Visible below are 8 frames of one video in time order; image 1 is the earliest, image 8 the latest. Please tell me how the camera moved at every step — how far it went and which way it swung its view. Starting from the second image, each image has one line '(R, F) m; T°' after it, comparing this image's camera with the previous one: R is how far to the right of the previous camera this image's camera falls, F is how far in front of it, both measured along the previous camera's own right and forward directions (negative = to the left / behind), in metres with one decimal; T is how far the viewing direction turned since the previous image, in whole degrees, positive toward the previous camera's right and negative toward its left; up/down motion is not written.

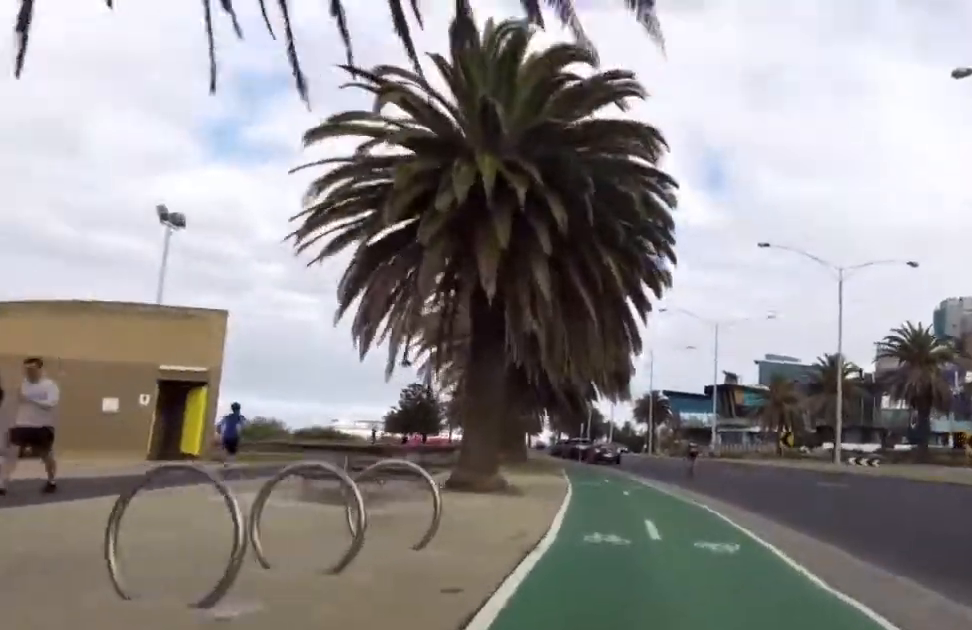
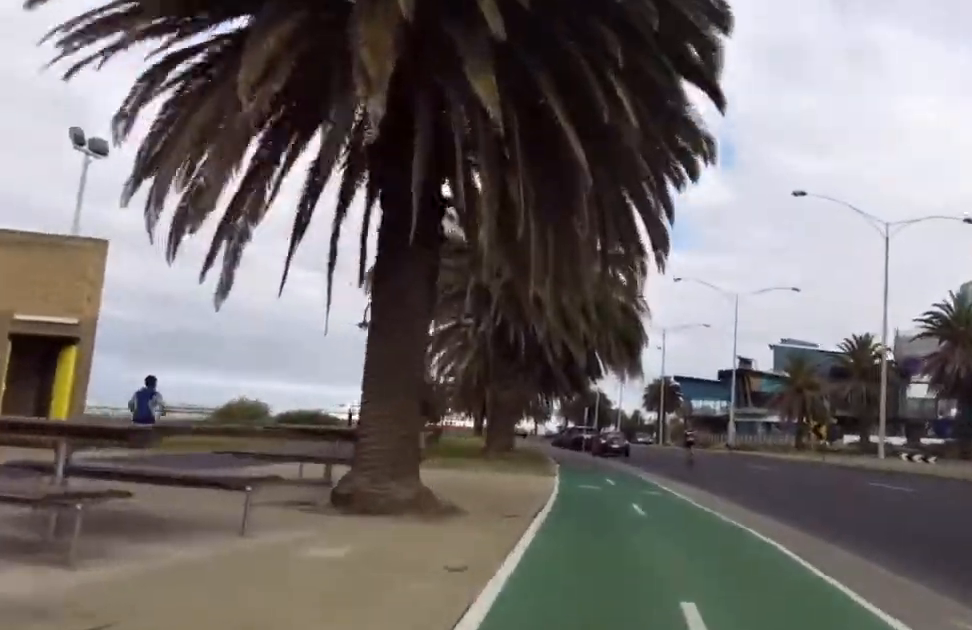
(0.0, +5.6) m; 0°
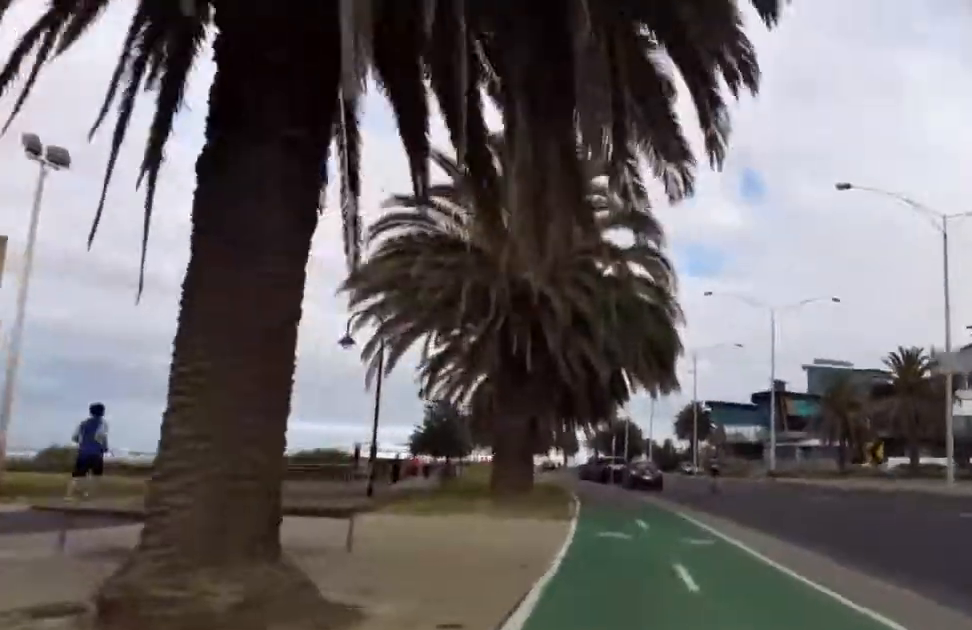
(0.0, +3.8) m; 0°
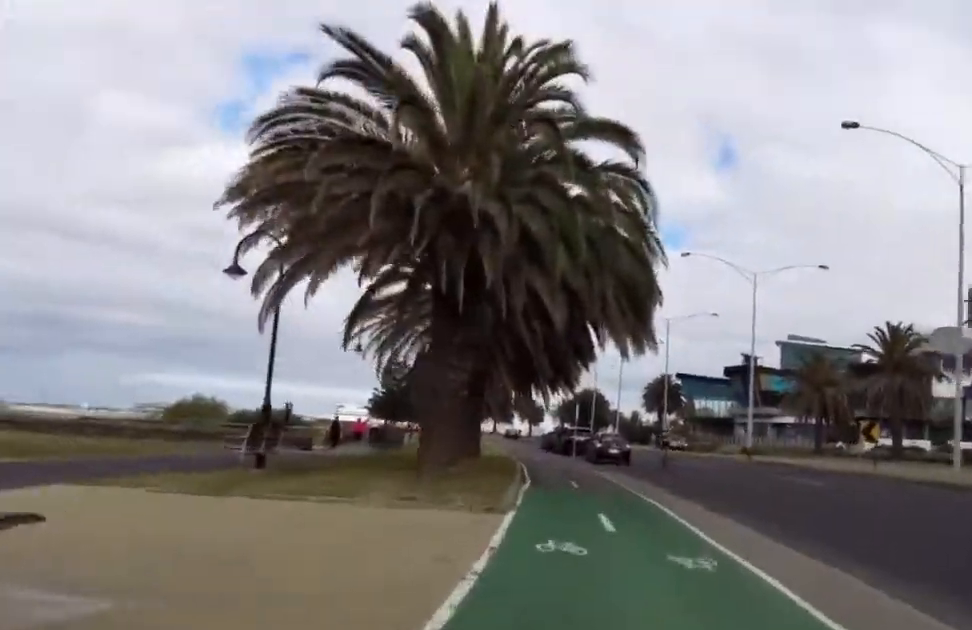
(0.0, +4.0) m; 0°
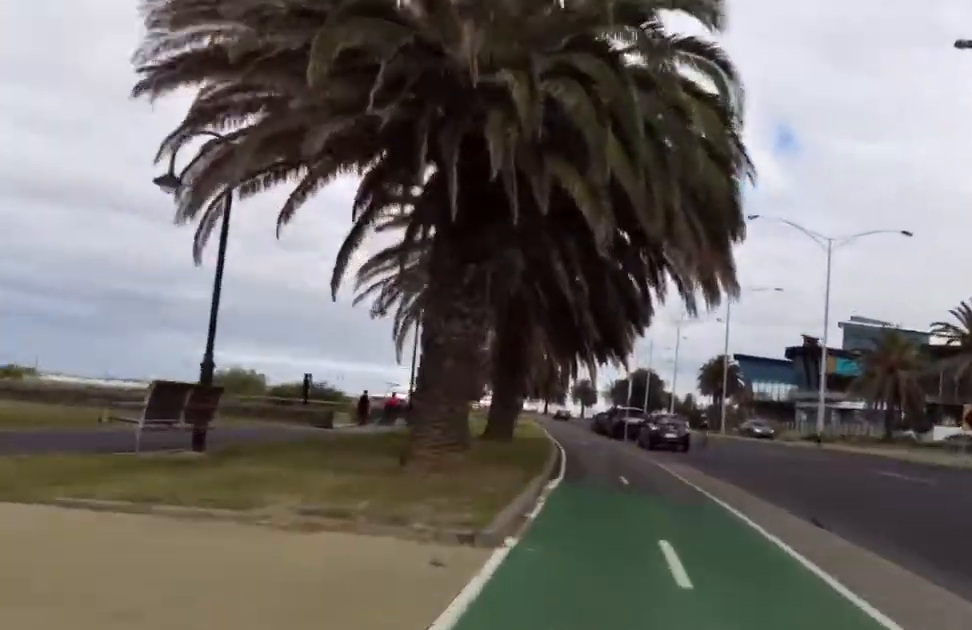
(0.0, +4.3) m; -5°
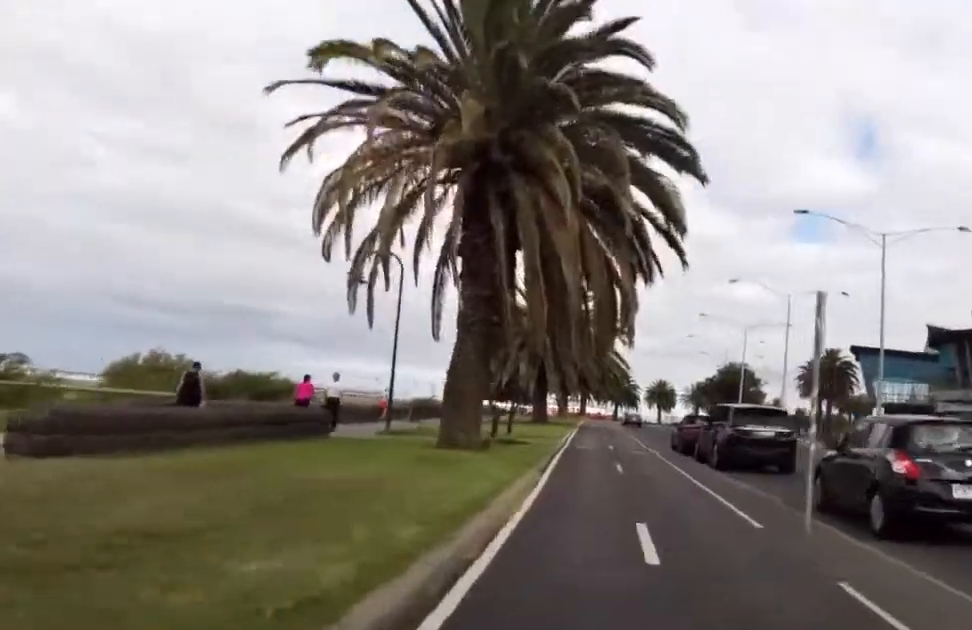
(-1.9, +21.3) m; -8°
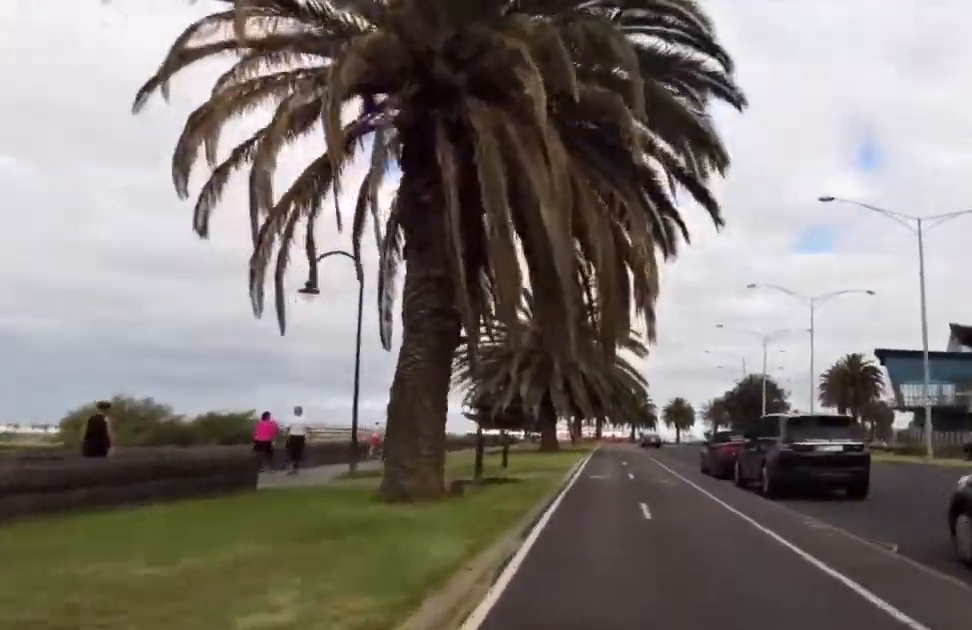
(-0.7, +4.2) m; 0°
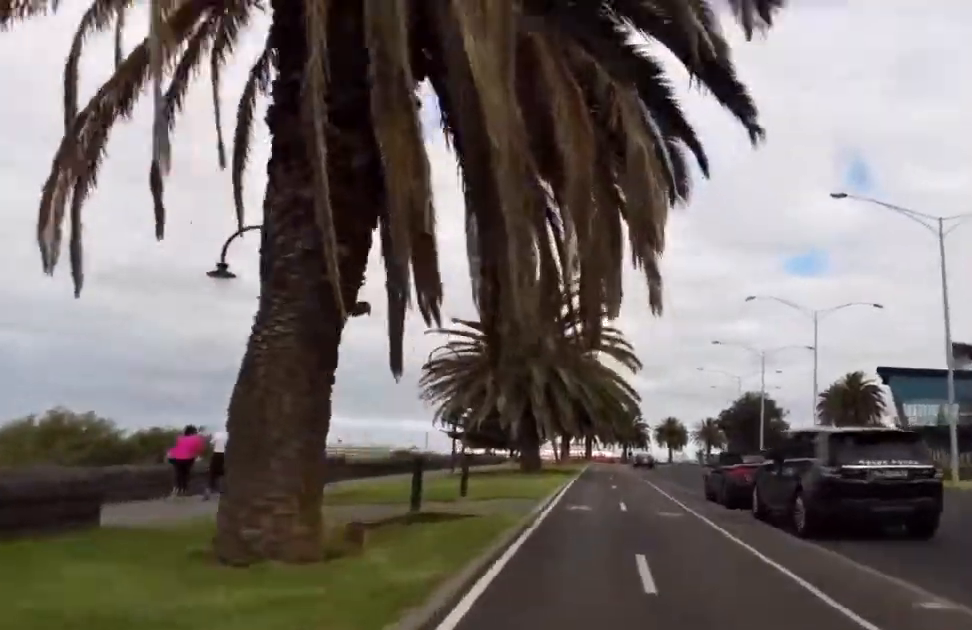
(-0.3, +3.6) m; 0°
